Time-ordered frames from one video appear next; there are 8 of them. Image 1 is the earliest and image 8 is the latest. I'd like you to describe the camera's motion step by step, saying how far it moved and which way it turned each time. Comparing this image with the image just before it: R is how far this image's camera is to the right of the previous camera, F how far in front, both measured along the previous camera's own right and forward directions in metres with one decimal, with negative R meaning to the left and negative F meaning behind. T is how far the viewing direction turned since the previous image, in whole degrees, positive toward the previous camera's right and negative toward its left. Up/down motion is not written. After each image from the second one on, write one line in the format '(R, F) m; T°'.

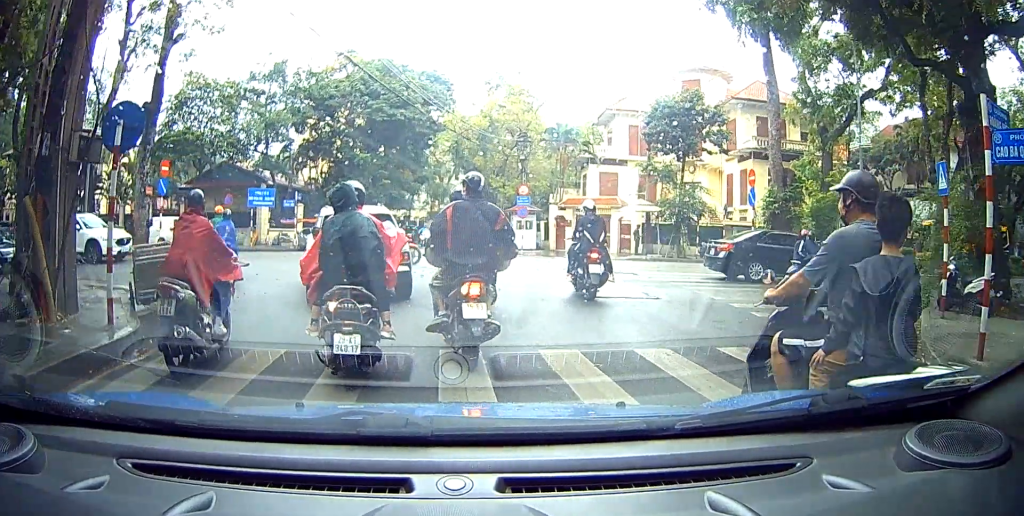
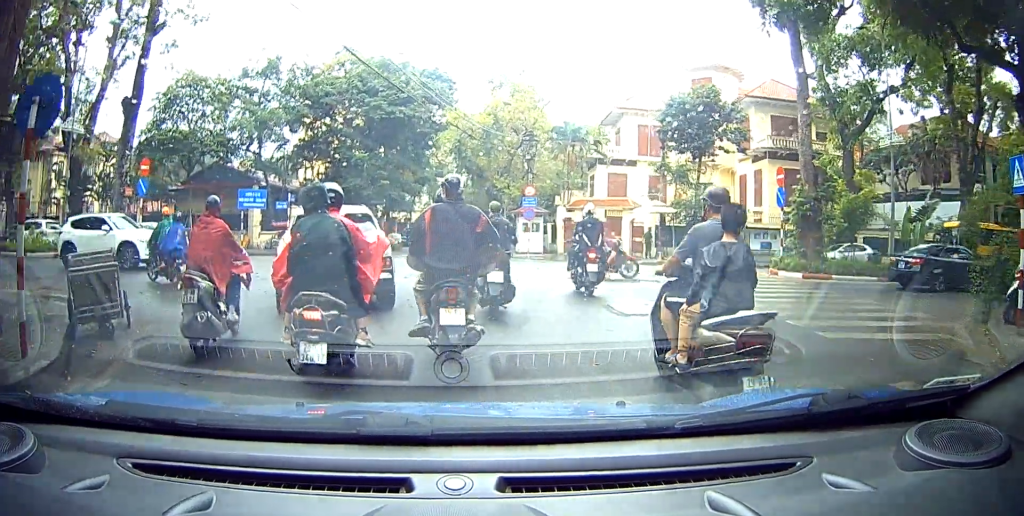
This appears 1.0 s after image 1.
(0.0, +5.0) m; 0°
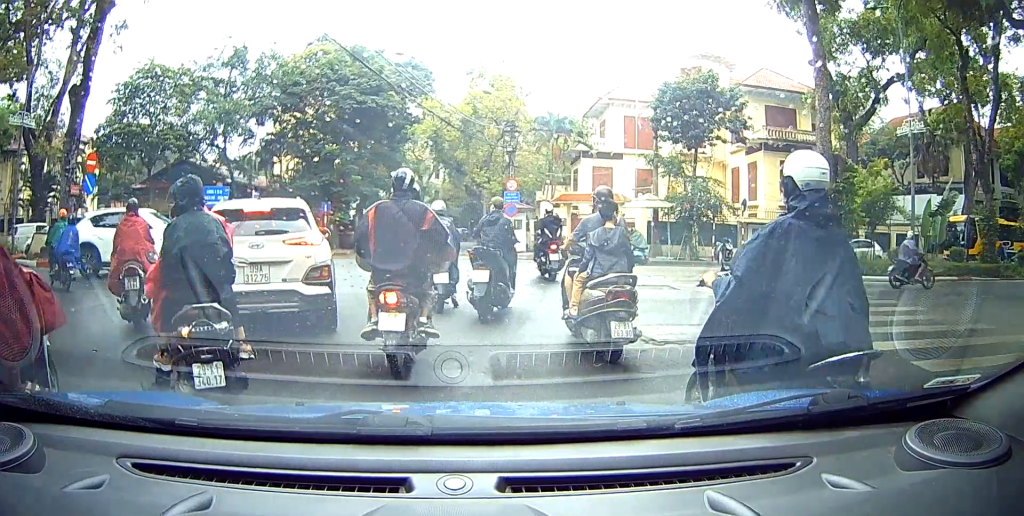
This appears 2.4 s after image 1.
(0.0, +5.6) m; 0°
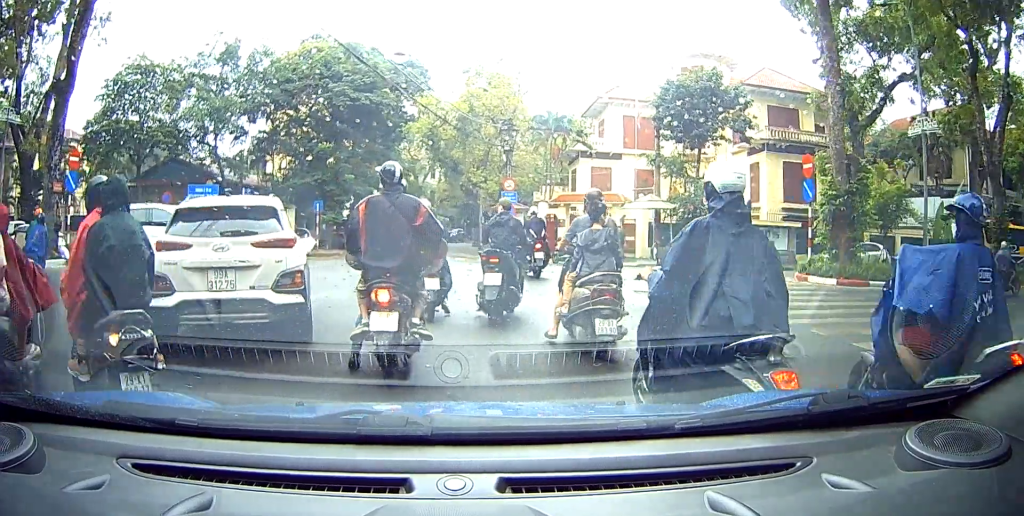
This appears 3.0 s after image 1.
(0.0, +1.9) m; 0°
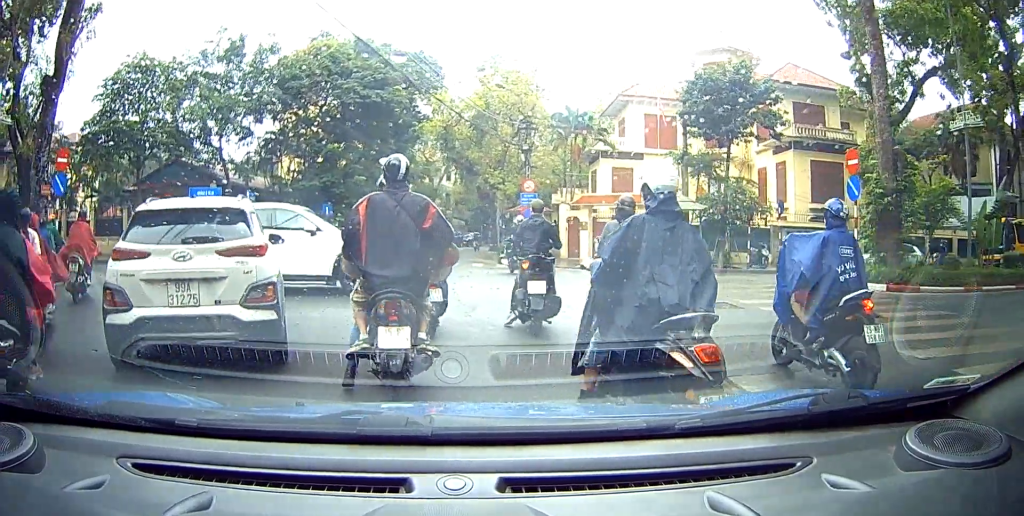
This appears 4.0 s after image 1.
(0.0, +3.3) m; 0°
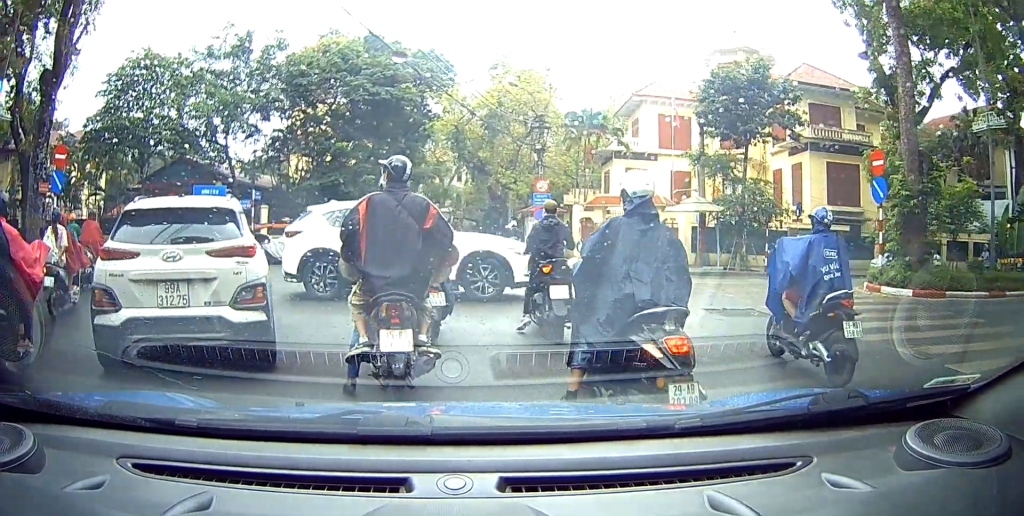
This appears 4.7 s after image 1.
(0.0, +1.6) m; 0°
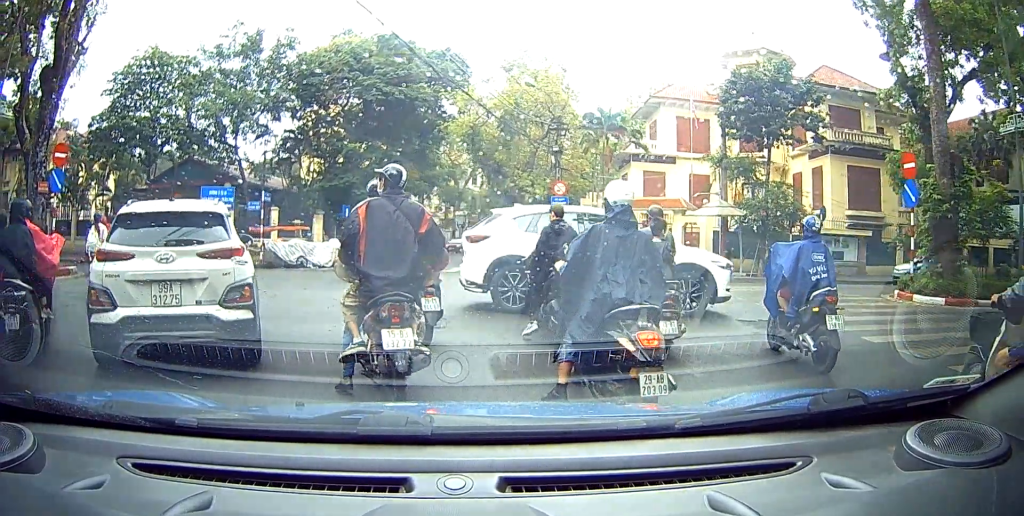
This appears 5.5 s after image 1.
(0.0, +1.8) m; 0°
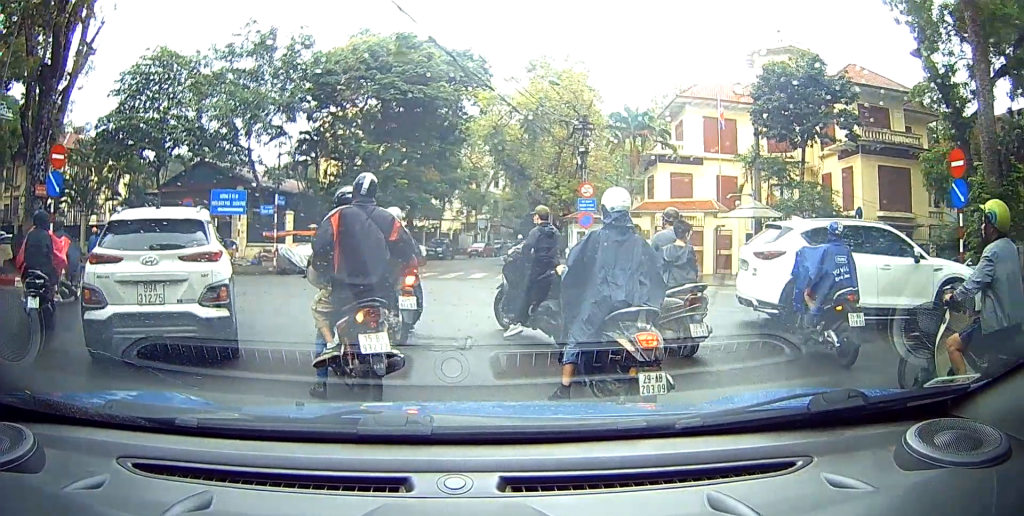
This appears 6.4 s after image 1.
(0.0, +1.9) m; 0°
